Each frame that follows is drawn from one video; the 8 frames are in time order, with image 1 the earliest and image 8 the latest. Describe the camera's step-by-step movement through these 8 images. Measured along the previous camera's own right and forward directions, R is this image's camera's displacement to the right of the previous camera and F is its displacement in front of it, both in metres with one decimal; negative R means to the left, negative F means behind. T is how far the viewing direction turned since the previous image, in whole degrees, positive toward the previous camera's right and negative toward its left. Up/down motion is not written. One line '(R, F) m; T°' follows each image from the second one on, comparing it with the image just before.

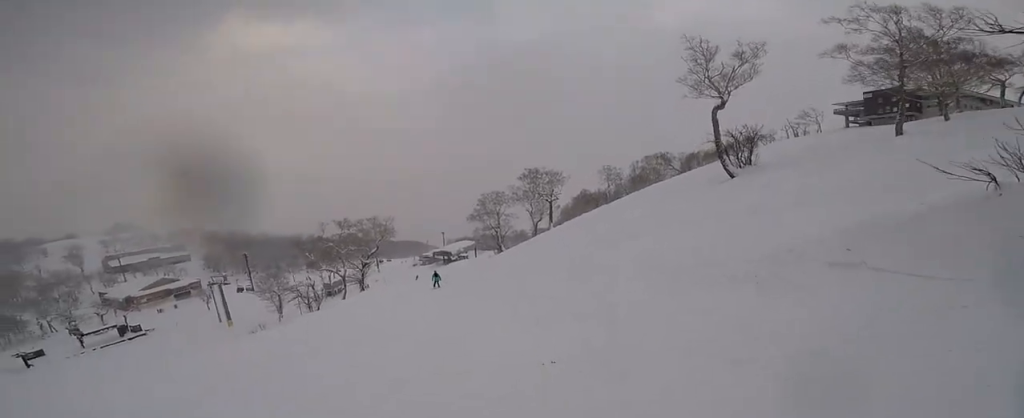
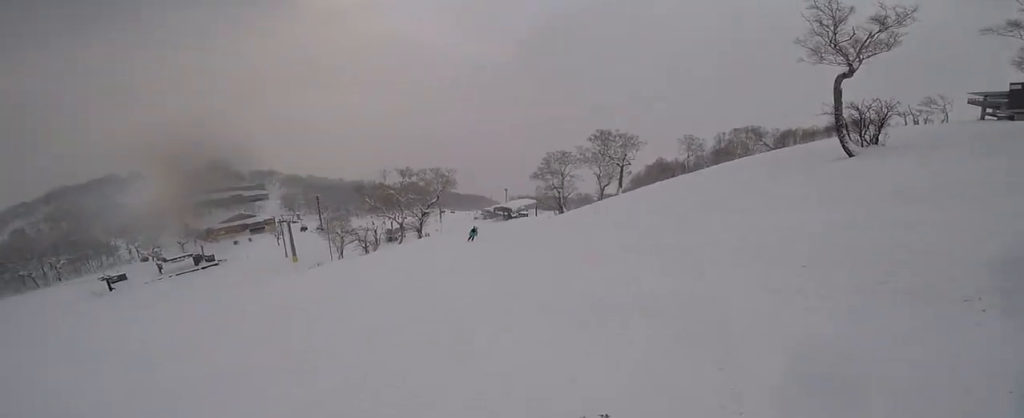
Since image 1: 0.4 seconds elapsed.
(+0.4, +2.5) m; -2°
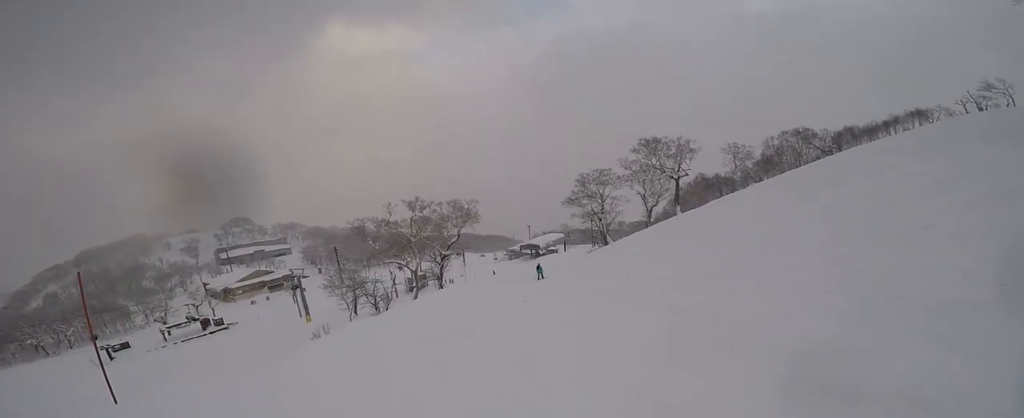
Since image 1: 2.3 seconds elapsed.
(-2.3, +12.2) m; +4°
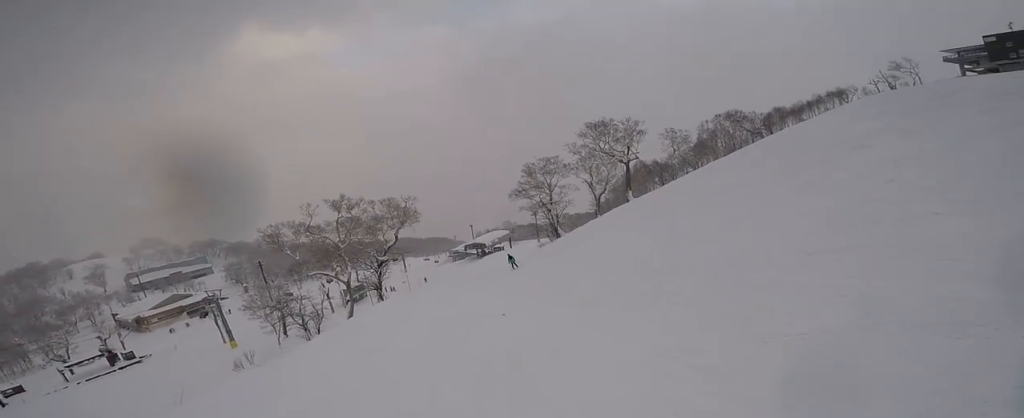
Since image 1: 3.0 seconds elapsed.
(+1.0, +5.0) m; +9°
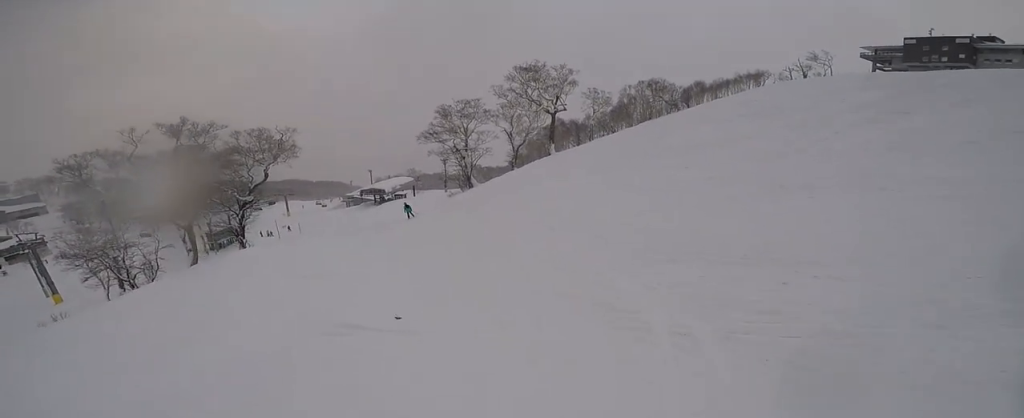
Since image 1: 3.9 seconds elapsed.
(+0.4, +5.9) m; -3°
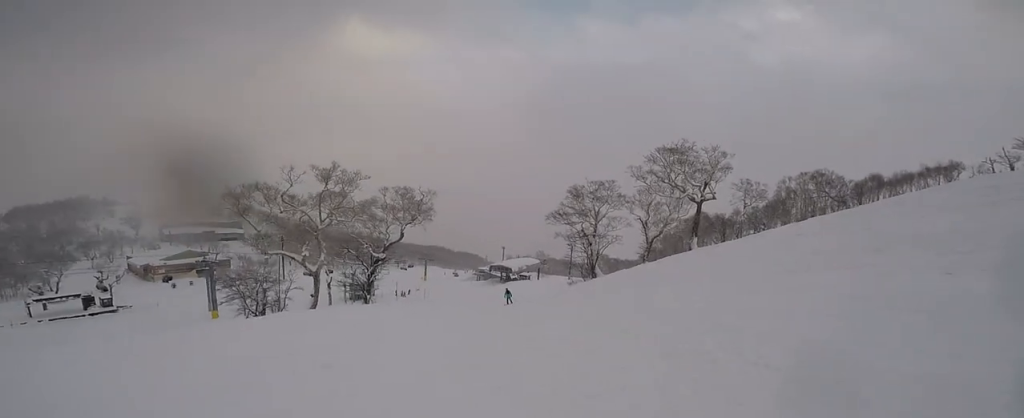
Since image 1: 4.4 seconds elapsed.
(+0.2, +3.7) m; -6°
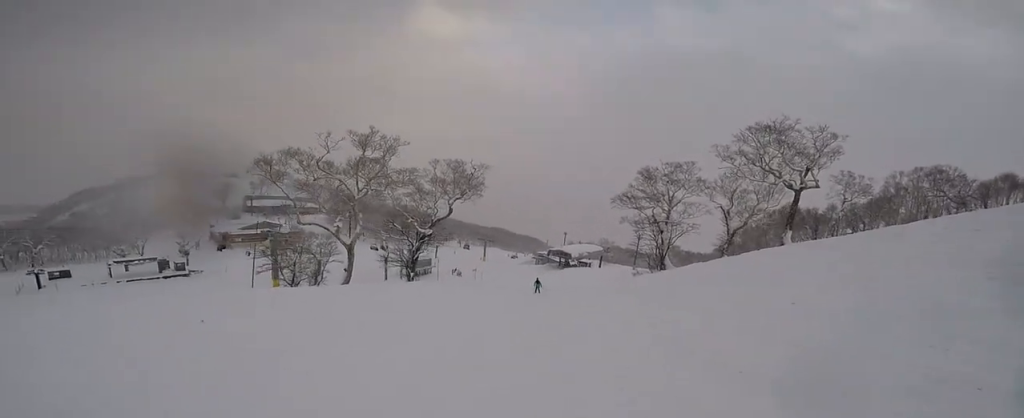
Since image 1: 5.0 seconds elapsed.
(-0.8, +4.3) m; -7°
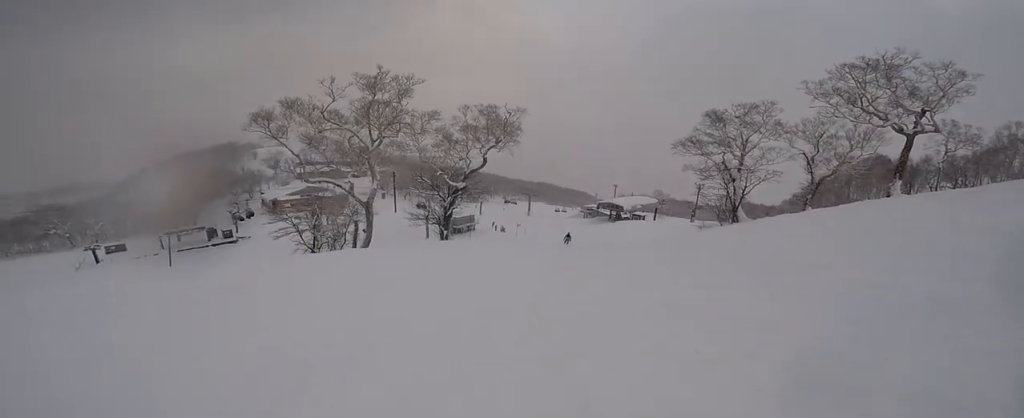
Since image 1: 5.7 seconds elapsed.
(-0.3, +4.6) m; 0°
